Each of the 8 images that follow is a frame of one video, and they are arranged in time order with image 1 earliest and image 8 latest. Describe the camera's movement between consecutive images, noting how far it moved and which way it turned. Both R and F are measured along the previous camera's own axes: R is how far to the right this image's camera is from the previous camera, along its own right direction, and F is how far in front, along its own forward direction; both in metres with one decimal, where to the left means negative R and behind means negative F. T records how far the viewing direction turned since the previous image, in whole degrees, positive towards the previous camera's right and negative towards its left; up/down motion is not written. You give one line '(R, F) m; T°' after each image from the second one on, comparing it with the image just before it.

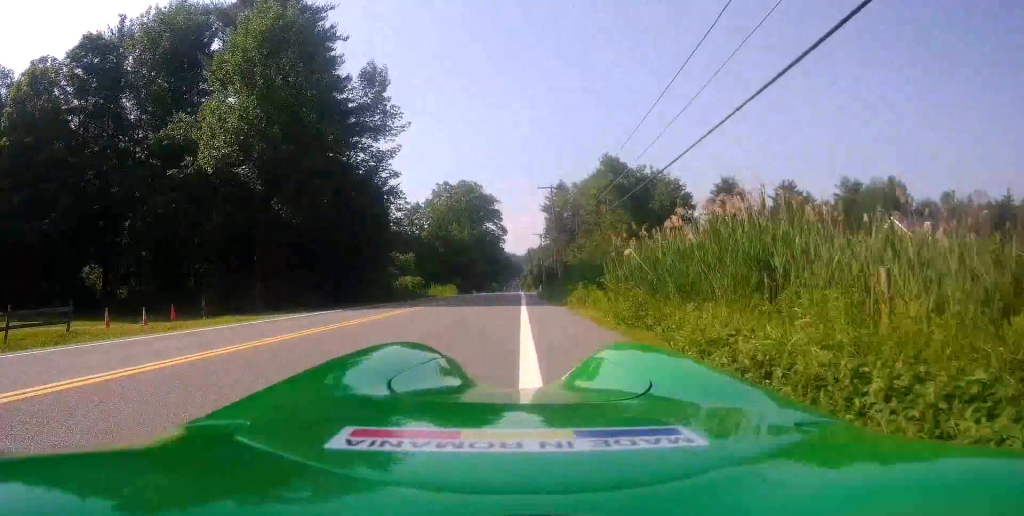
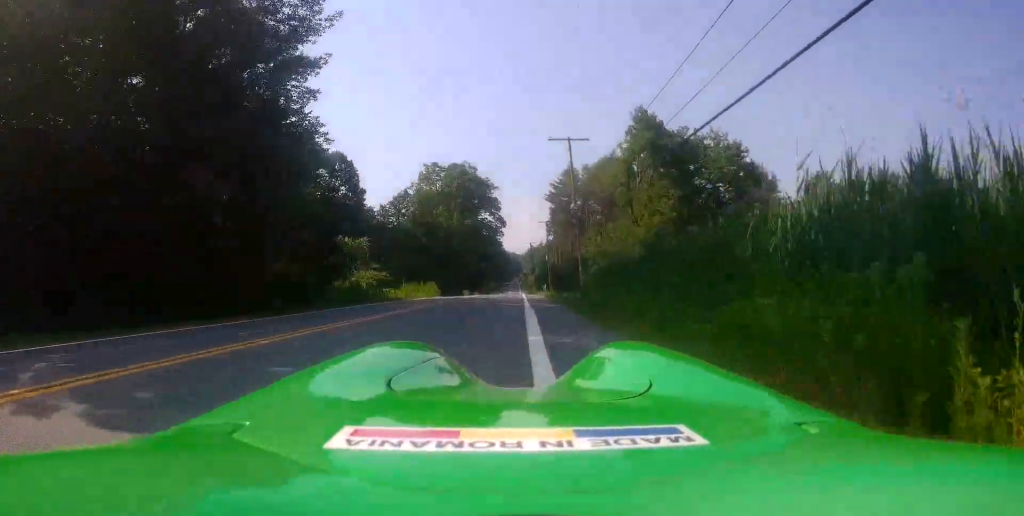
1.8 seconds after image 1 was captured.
(-0.4, +13.6) m; -4°
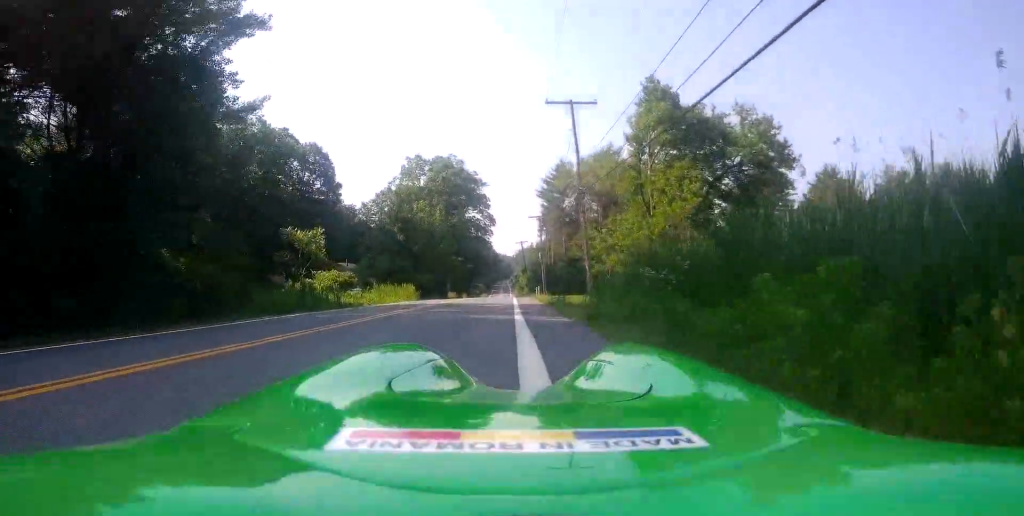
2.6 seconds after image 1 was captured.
(0.0, +5.3) m; 0°
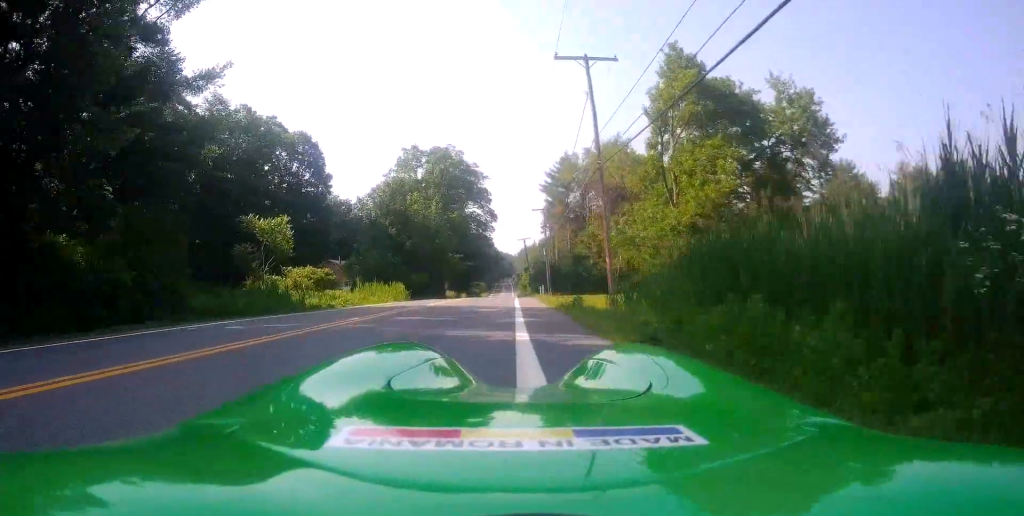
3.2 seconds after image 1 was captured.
(0.0, +4.0) m; +1°
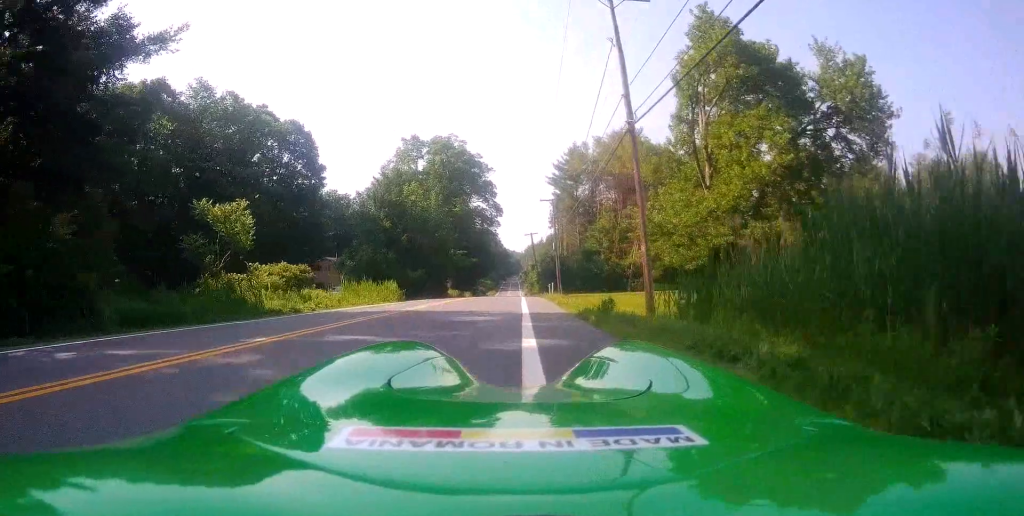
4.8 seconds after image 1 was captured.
(+0.2, +13.0) m; 0°
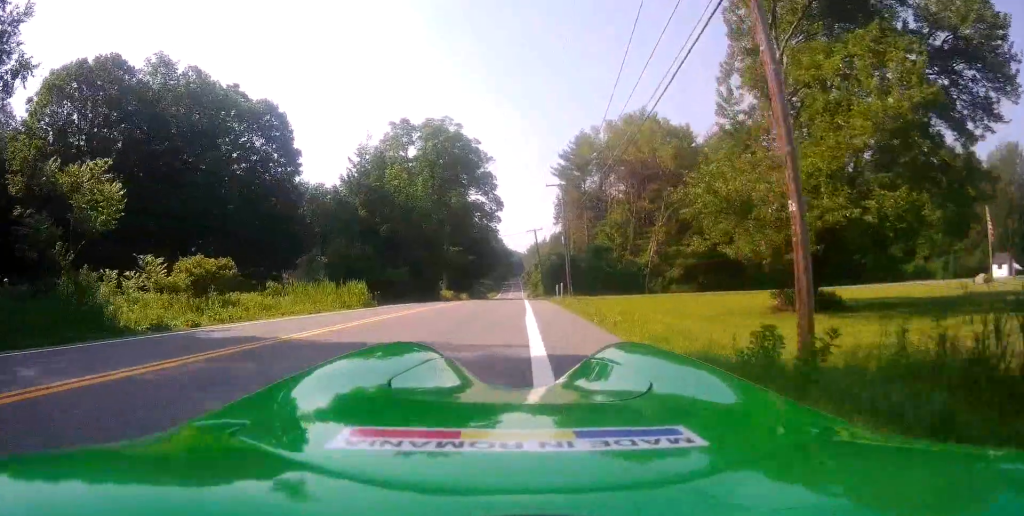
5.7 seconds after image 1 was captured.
(-0.1, +9.3) m; +2°
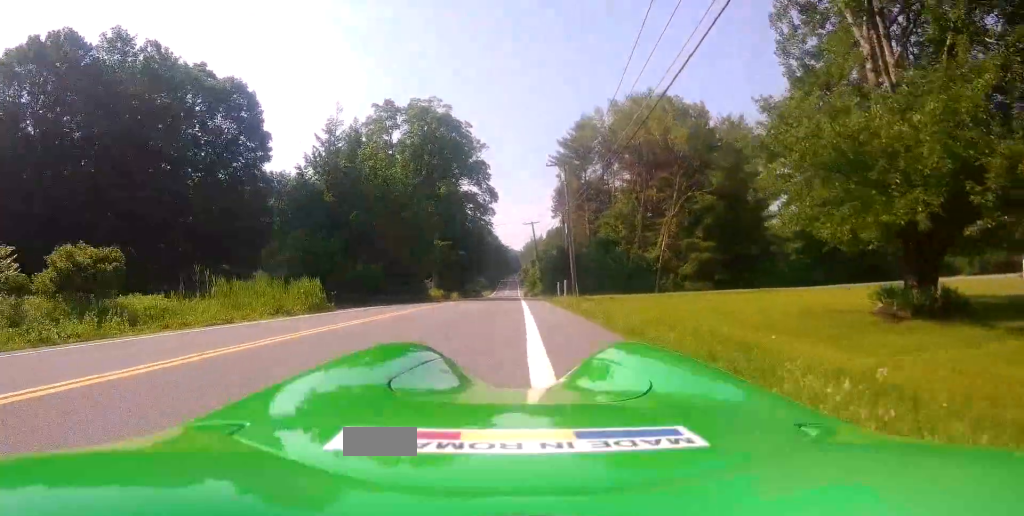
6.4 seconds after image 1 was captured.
(+0.2, +6.8) m; +1°
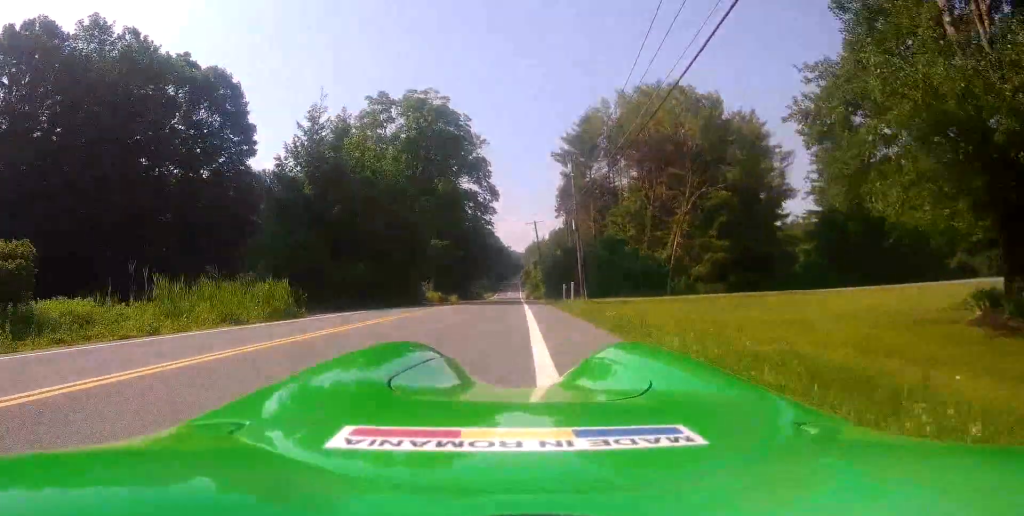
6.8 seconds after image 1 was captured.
(+0.3, +4.0) m; 0°
